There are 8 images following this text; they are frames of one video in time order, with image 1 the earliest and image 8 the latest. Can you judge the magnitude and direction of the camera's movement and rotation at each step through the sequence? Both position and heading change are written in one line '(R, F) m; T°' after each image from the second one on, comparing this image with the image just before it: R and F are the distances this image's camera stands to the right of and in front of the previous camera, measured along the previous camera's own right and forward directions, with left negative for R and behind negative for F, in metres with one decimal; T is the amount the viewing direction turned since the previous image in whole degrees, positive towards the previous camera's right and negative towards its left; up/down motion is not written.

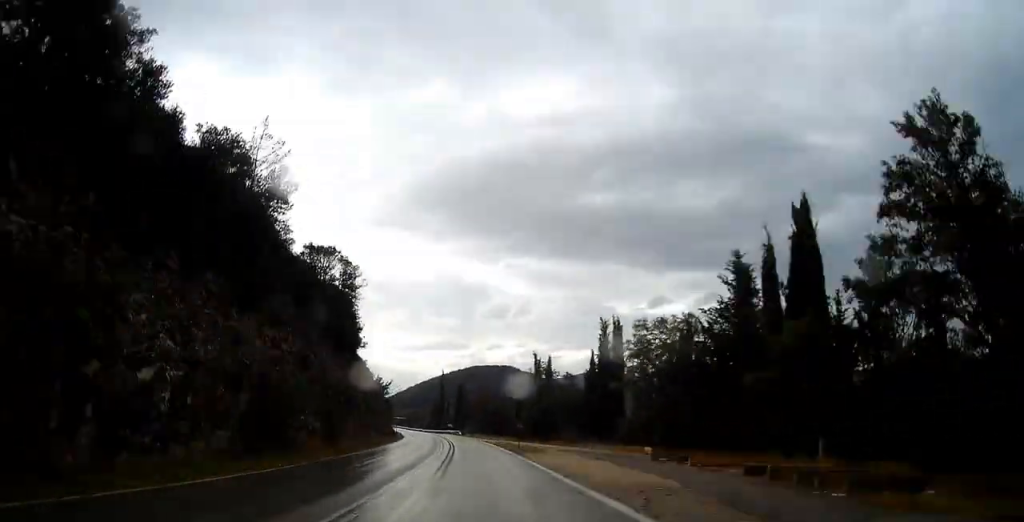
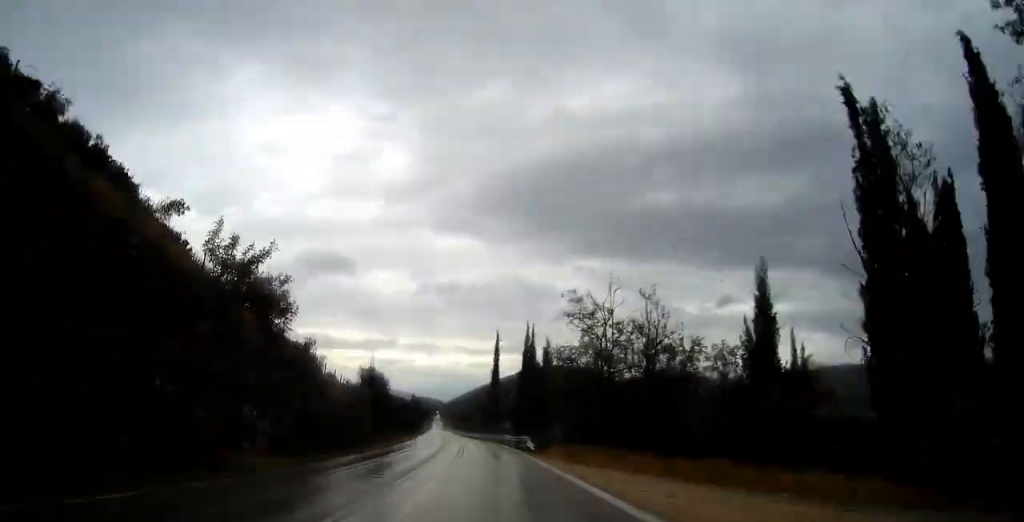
(-3.5, +71.4) m; -4°
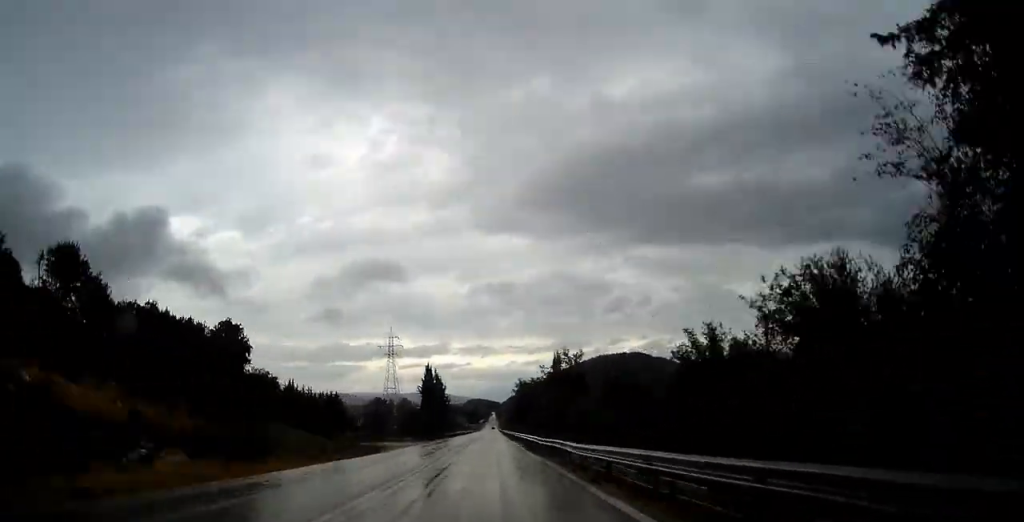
(-6.3, +119.4) m; -3°
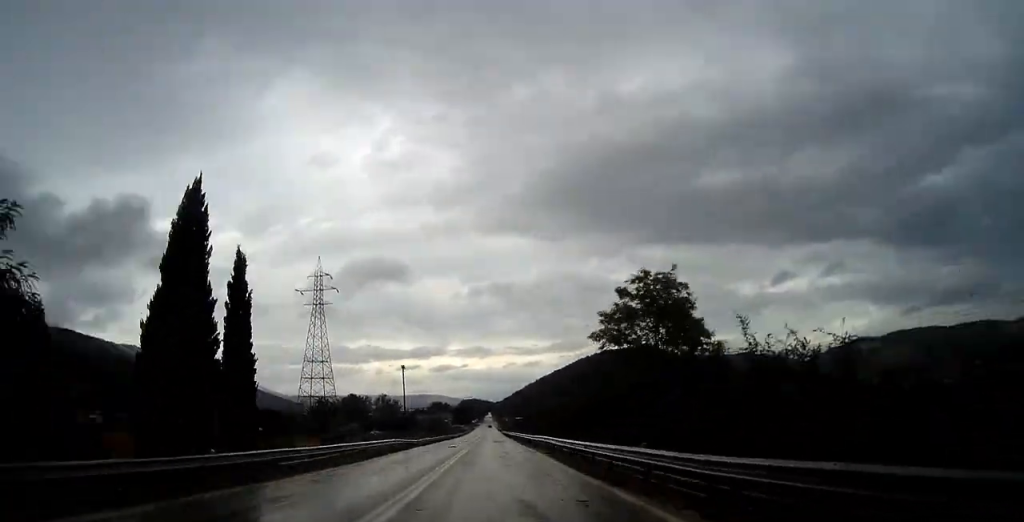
(-1.1, +120.7) m; -1°
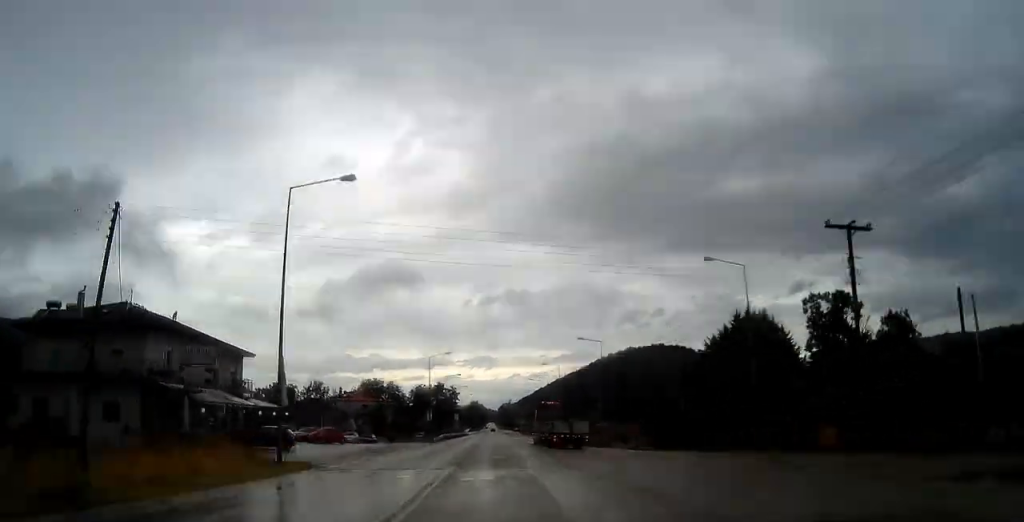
(+0.1, +235.1) m; 0°
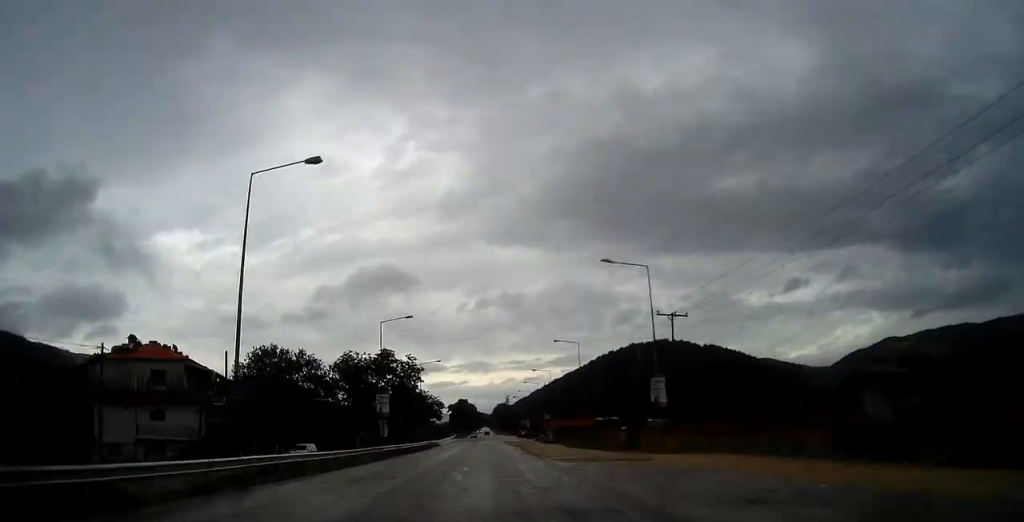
(+0.1, +82.5) m; 0°
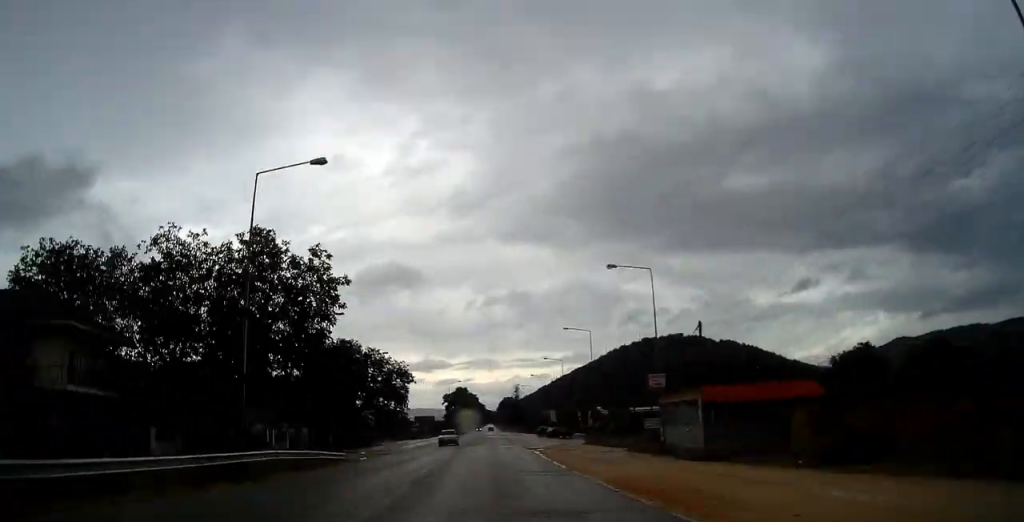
(+0.1, +55.2) m; 0°
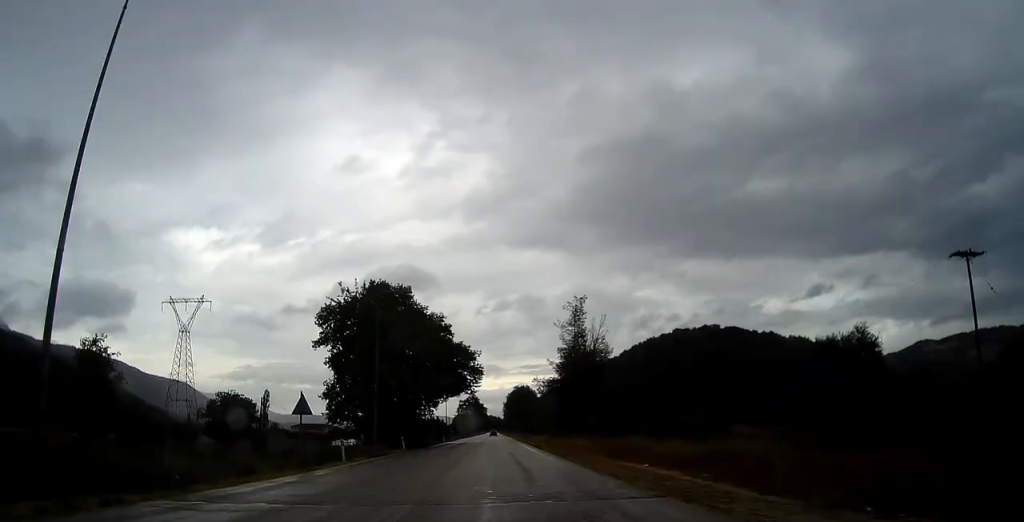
(-0.5, +138.9) m; 0°
